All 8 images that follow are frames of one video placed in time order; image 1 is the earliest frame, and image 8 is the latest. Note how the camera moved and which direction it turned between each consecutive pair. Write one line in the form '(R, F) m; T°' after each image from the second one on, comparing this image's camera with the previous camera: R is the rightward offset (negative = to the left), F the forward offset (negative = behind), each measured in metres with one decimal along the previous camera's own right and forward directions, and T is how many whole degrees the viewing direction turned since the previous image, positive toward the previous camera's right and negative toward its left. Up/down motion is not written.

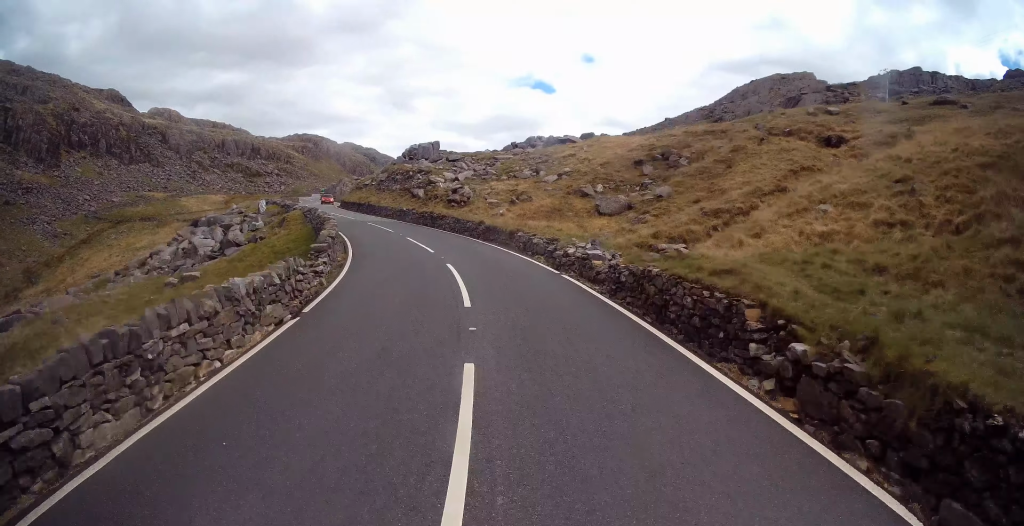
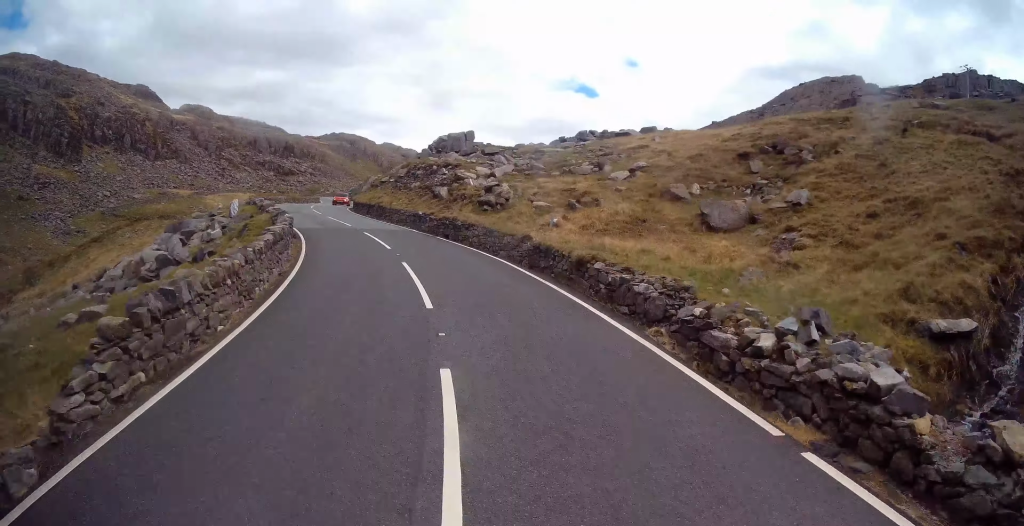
(0.0, +10.0) m; 0°
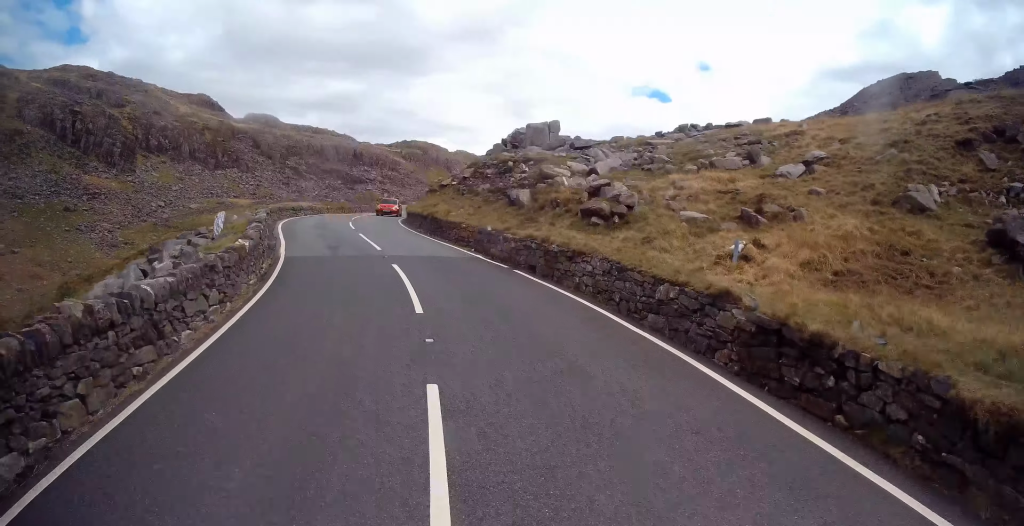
(0.0, +10.0) m; 0°
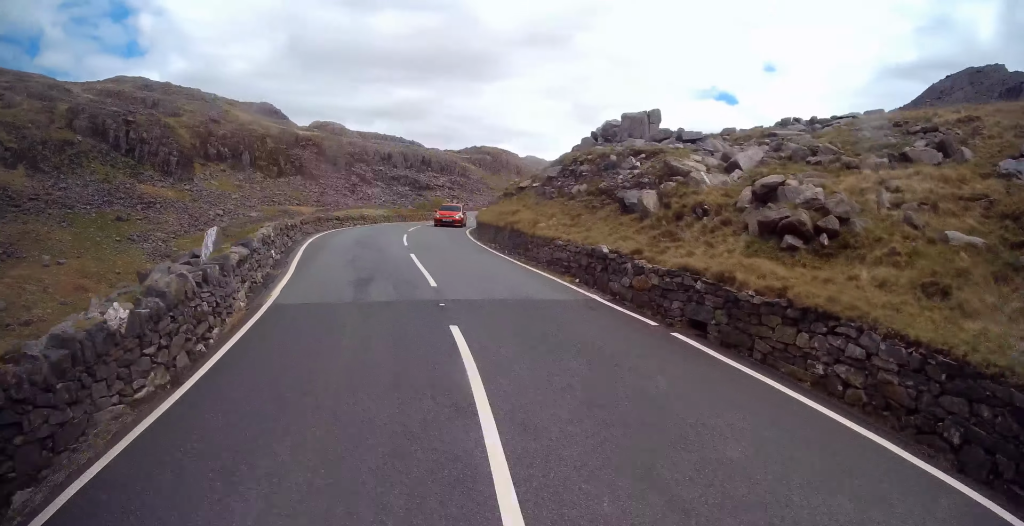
(0.0, +6.5) m; -4°
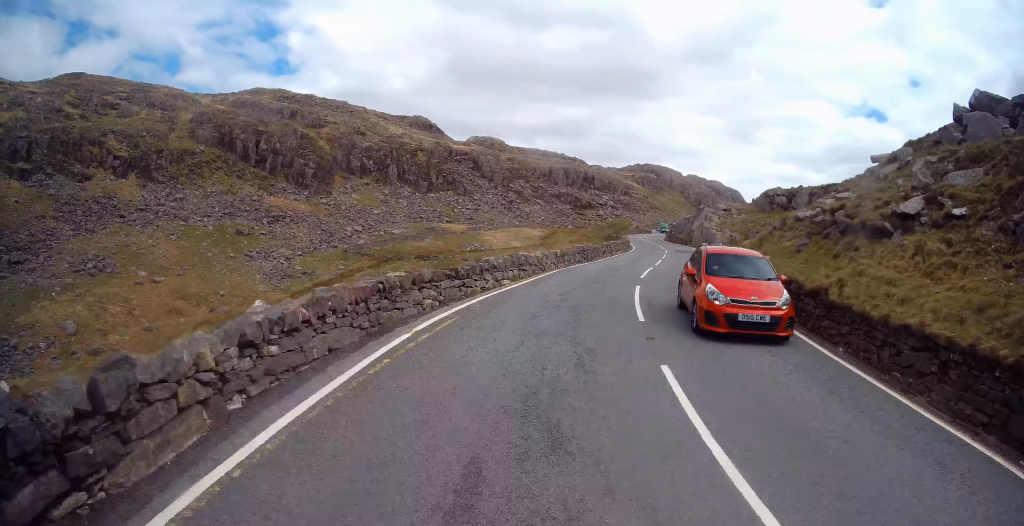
(-4.4, +16.8) m; -26°
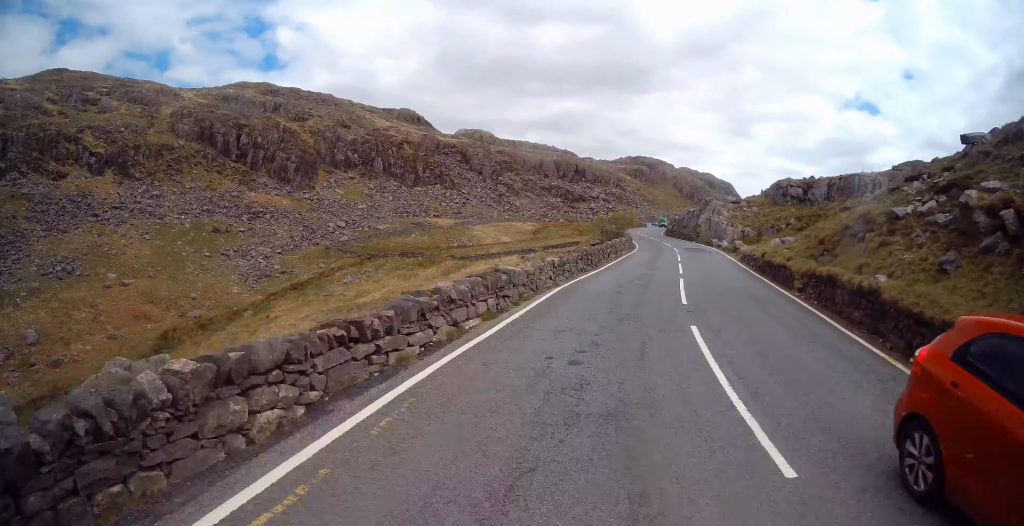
(-0.1, +6.1) m; +2°
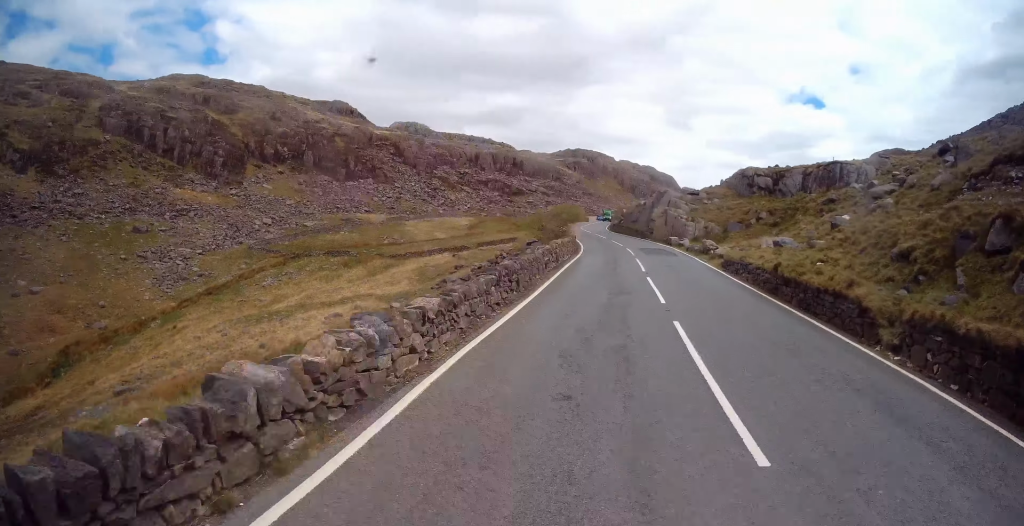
(+0.4, +7.8) m; +6°
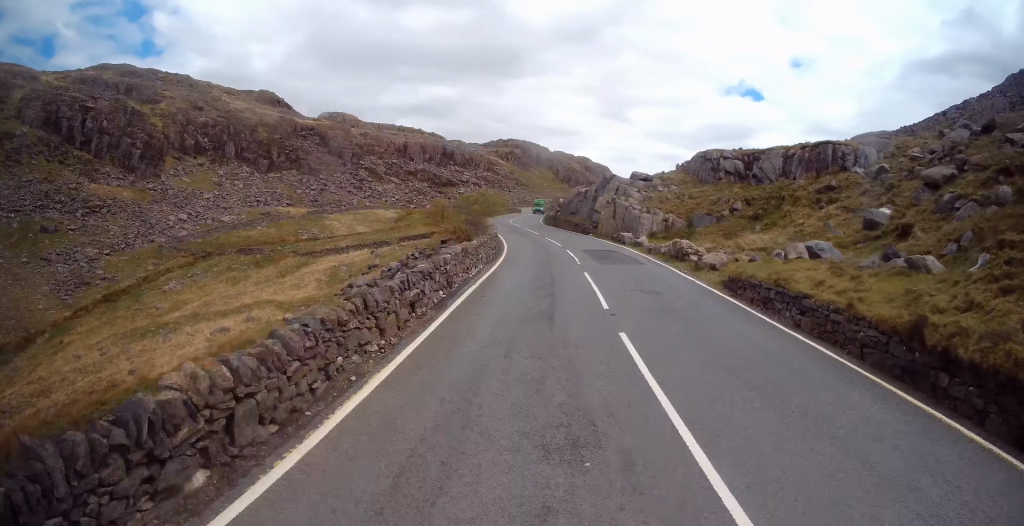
(+0.6, +9.5) m; +5°
